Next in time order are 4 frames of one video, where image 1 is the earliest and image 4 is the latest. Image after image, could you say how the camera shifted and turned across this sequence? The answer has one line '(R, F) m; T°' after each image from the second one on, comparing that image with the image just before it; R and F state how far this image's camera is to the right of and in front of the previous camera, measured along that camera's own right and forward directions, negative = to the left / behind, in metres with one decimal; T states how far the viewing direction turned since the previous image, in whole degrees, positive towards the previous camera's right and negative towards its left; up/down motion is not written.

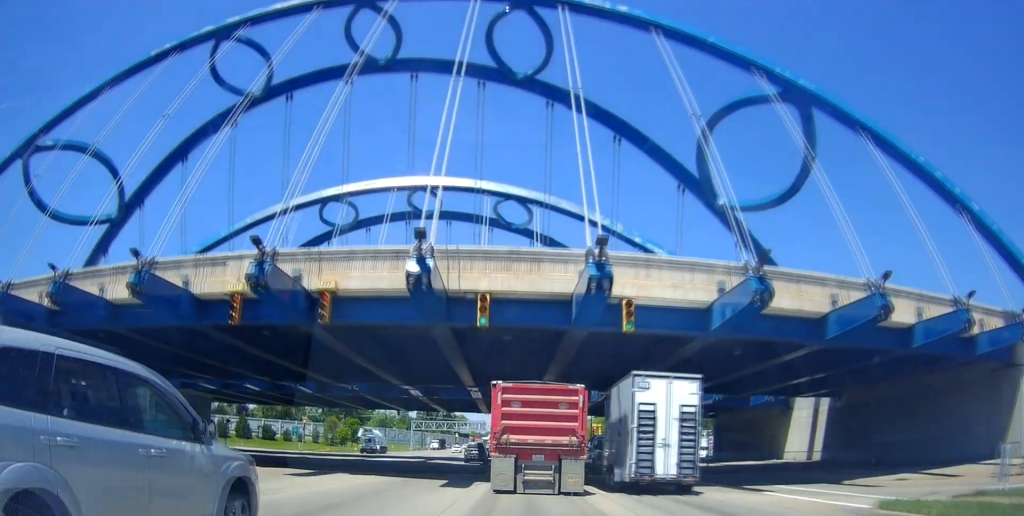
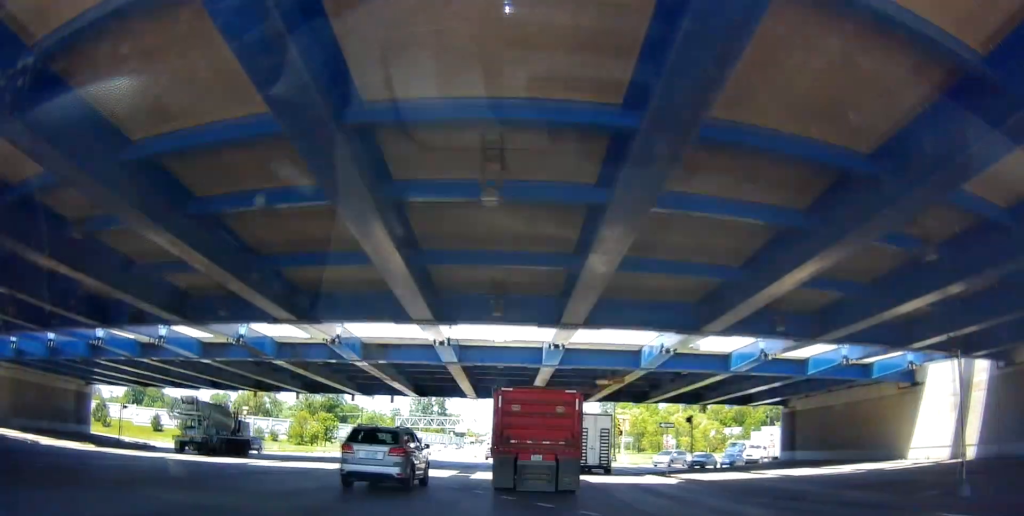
(0.0, +20.8) m; 0°
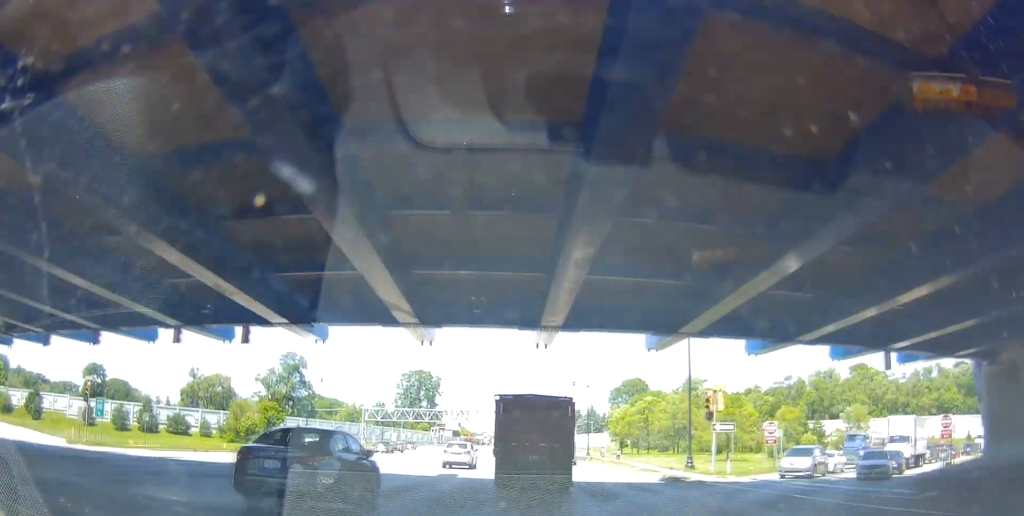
(0.0, +28.8) m; -5°
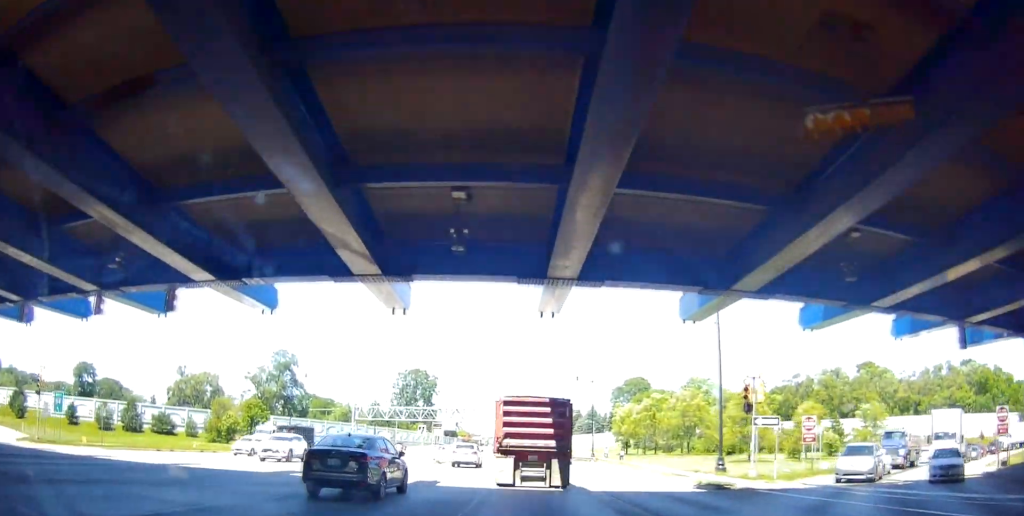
(-0.5, +5.7) m; 0°
